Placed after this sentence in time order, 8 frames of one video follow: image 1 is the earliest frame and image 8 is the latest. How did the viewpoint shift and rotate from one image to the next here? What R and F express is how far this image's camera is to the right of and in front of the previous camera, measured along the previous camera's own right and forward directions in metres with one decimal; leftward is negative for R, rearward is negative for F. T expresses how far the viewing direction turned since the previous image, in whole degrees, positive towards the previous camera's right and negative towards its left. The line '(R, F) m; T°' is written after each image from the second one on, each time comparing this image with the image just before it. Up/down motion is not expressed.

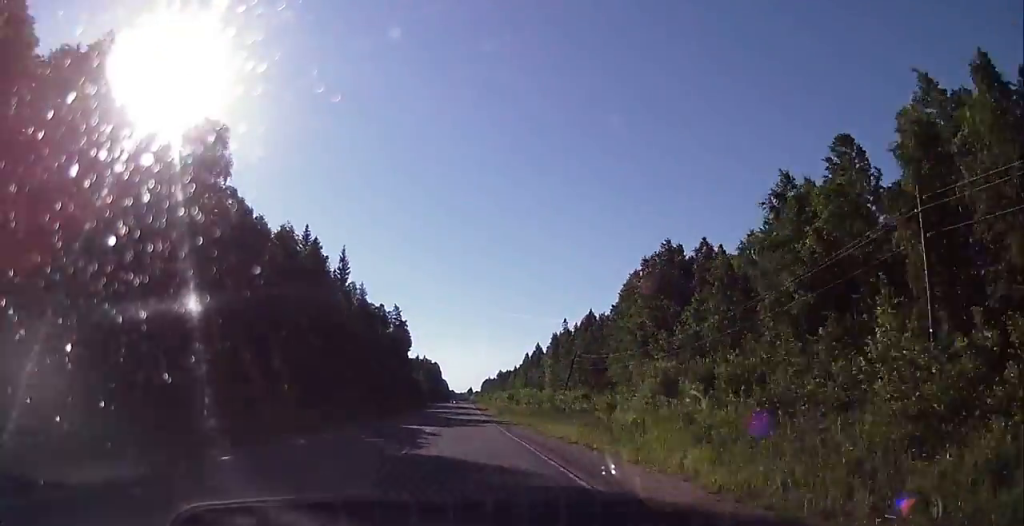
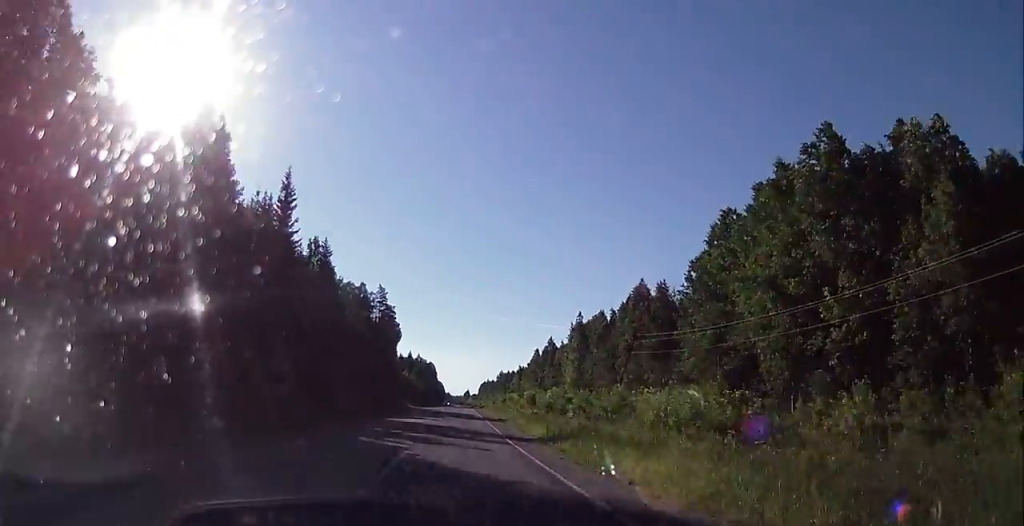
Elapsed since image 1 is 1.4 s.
(-0.3, +36.4) m; -1°
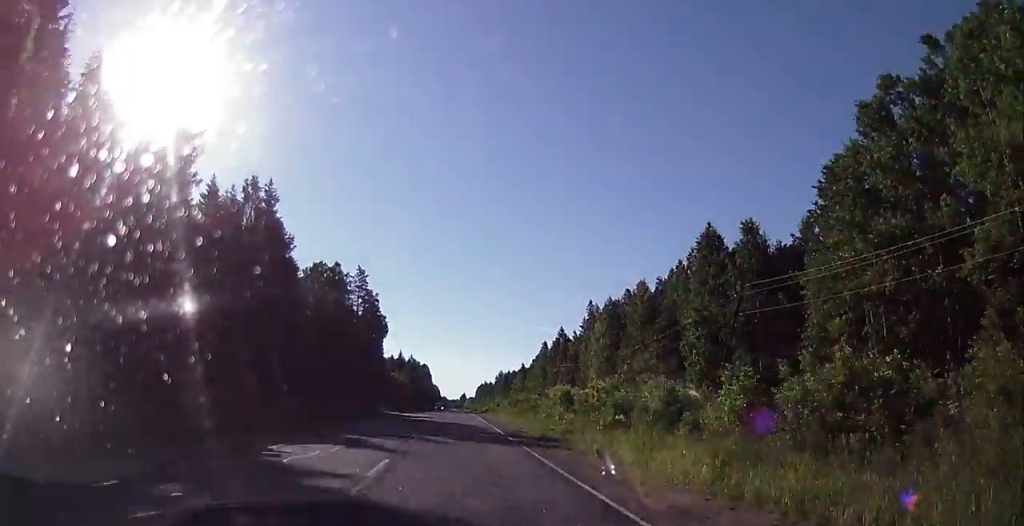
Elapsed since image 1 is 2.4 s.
(-0.3, +27.6) m; 0°
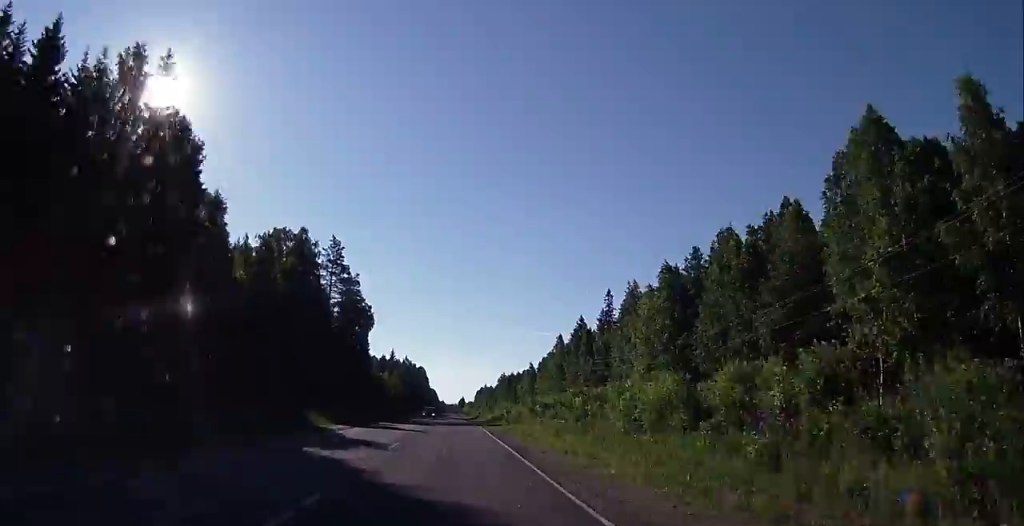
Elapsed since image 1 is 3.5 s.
(+0.3, +28.4) m; +1°
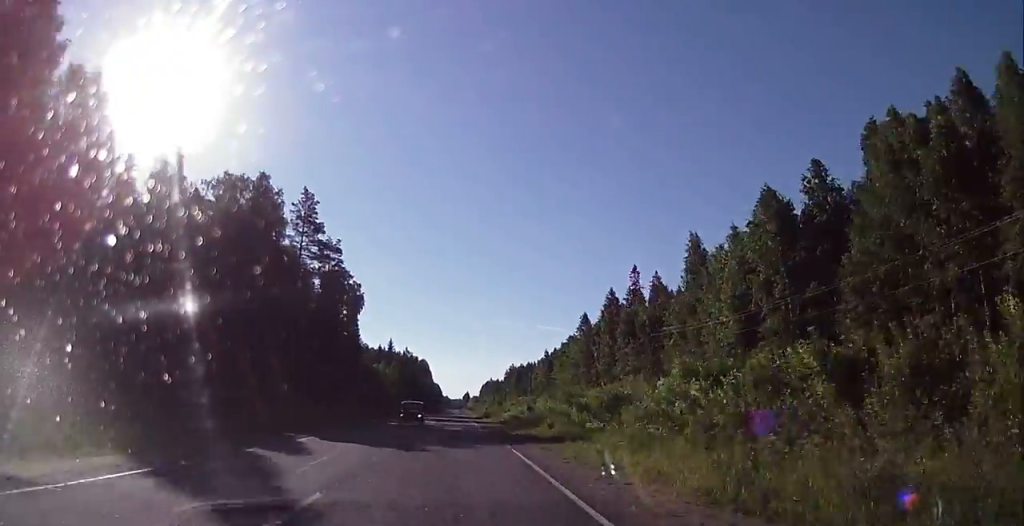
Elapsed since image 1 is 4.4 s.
(+0.3, +23.9) m; +1°
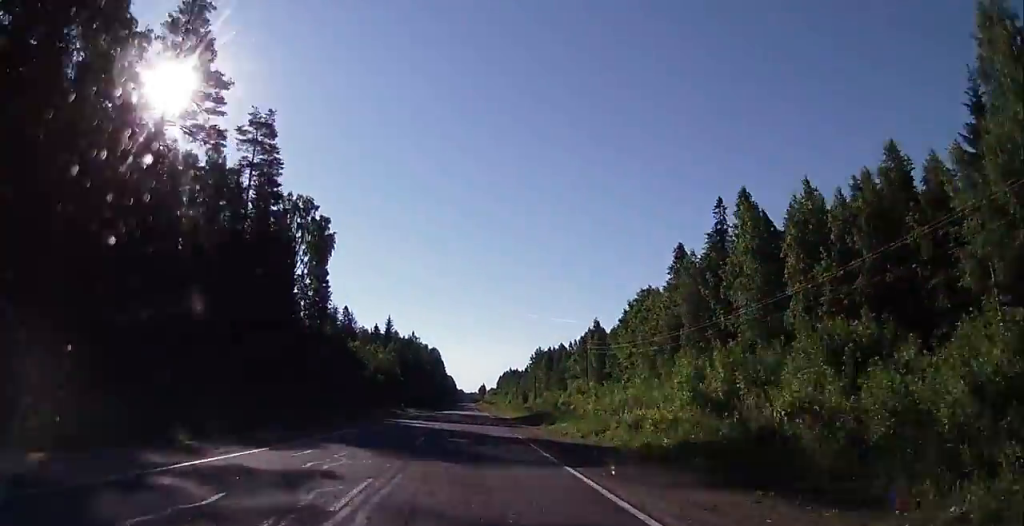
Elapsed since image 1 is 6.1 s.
(+0.2, +45.6) m; +1°
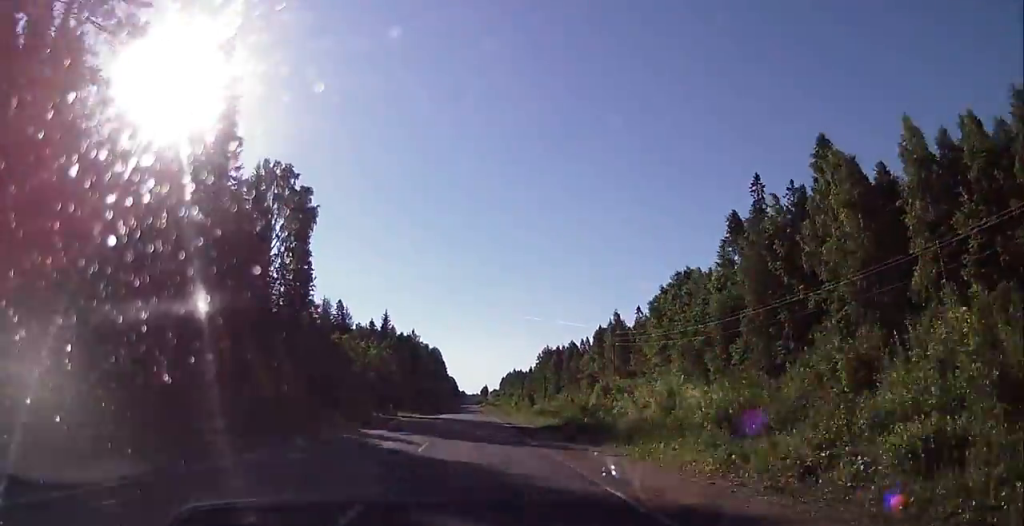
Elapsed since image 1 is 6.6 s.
(0.0, +13.9) m; 0°
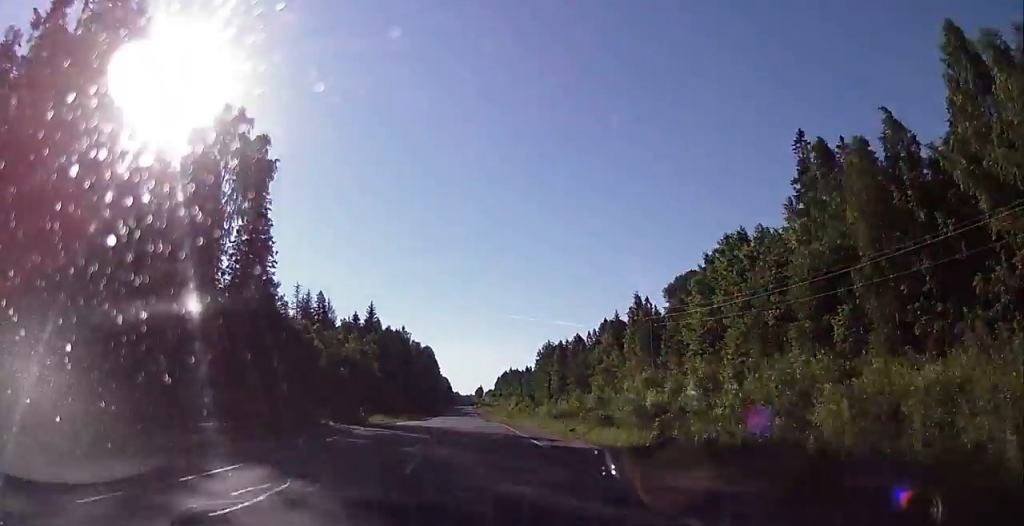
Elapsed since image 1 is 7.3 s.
(0.0, +16.6) m; 0°
